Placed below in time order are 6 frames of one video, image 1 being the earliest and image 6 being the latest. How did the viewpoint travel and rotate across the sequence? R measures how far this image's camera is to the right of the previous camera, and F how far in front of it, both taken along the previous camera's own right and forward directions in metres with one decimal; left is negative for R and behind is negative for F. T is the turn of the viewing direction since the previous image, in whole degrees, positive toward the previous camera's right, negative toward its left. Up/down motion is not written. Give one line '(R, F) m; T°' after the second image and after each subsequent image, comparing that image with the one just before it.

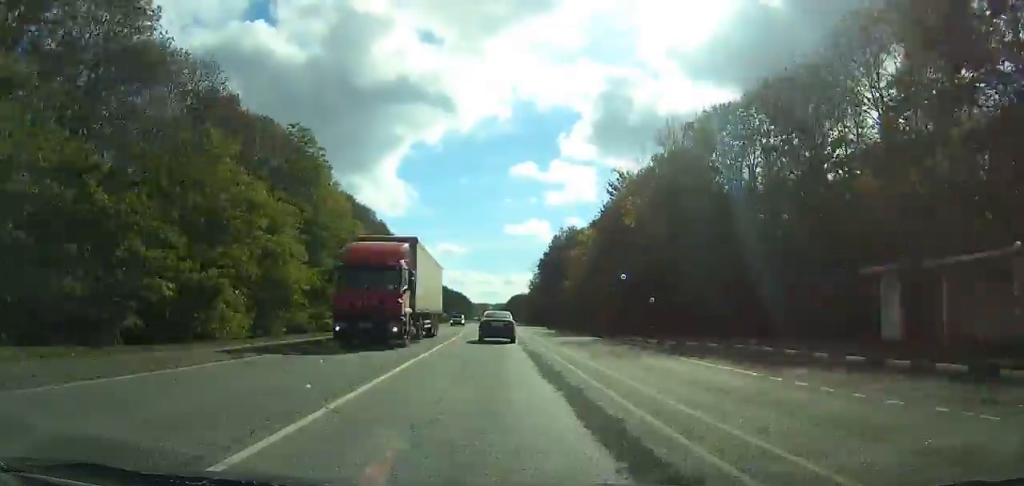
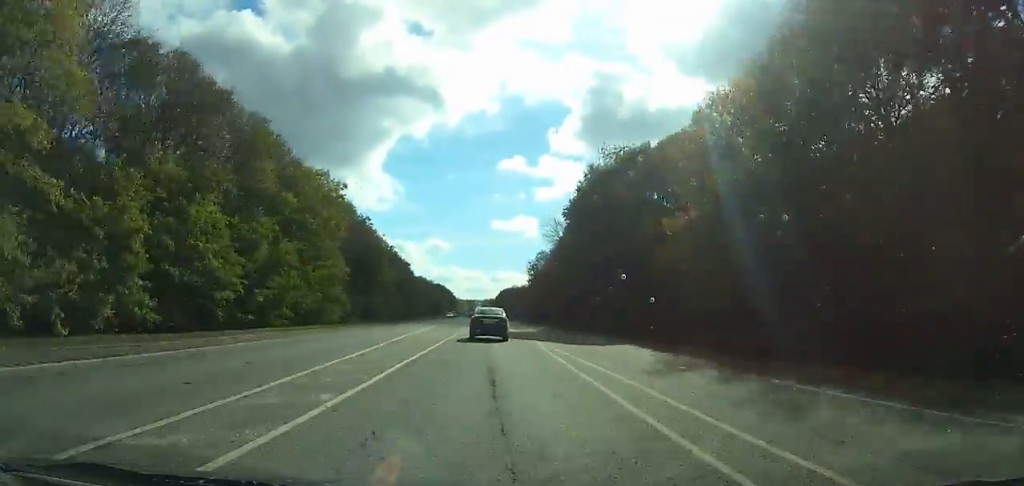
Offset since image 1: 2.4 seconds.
(-3.7, +55.4) m; -4°
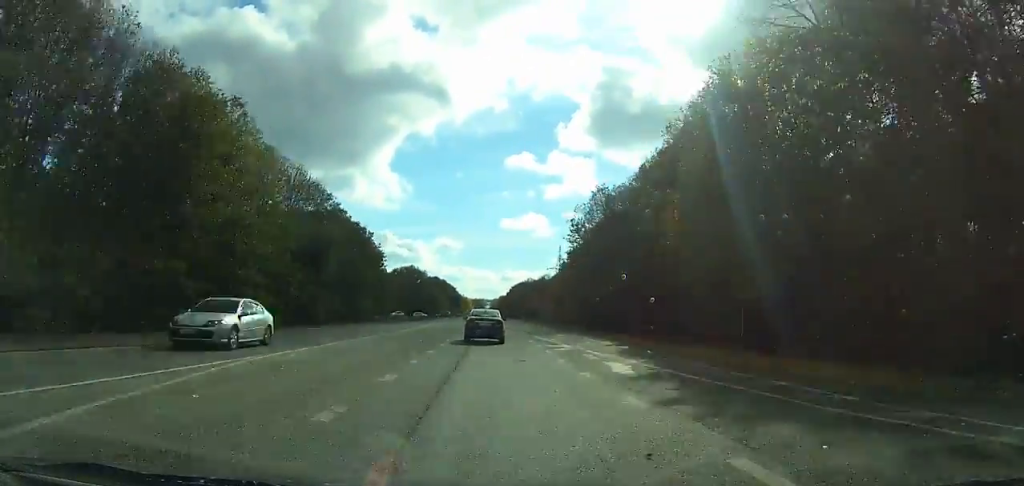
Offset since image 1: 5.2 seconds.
(0.0, +63.5) m; 0°
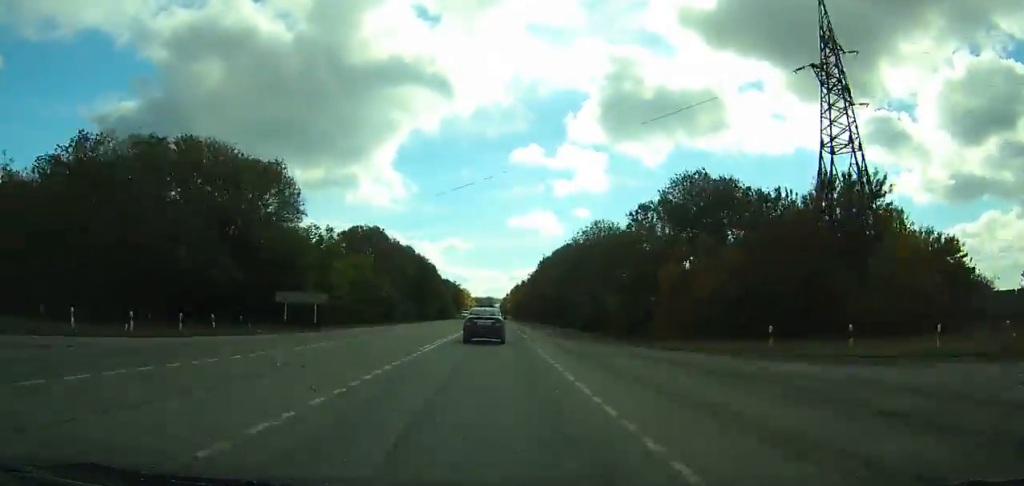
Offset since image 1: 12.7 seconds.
(-6.4, +164.3) m; -3°
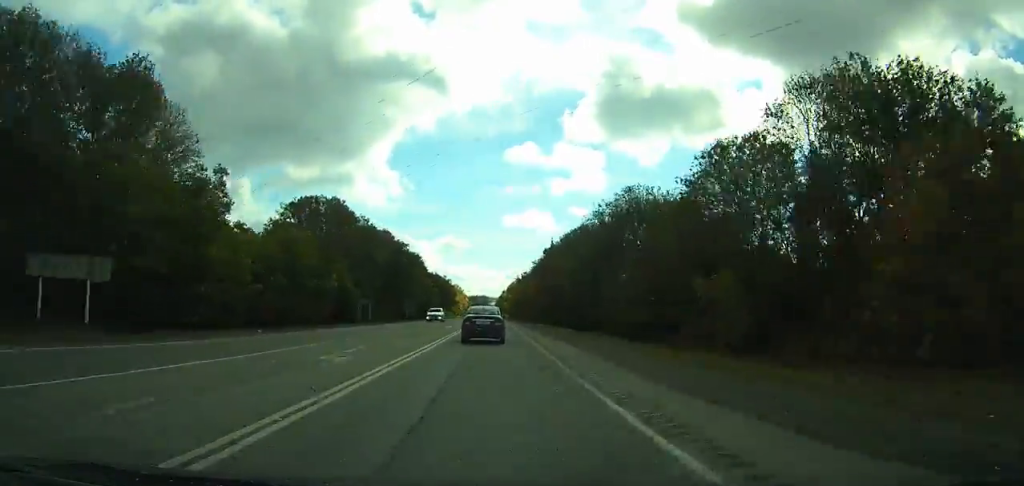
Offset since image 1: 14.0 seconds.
(-2.6, +28.1) m; +1°
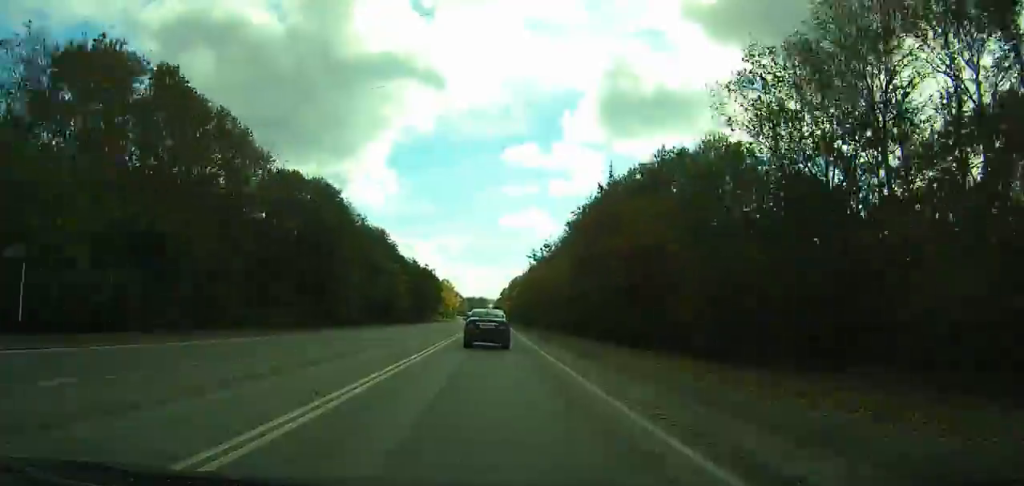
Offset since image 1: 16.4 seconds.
(+5.6, +52.3) m; +3°
